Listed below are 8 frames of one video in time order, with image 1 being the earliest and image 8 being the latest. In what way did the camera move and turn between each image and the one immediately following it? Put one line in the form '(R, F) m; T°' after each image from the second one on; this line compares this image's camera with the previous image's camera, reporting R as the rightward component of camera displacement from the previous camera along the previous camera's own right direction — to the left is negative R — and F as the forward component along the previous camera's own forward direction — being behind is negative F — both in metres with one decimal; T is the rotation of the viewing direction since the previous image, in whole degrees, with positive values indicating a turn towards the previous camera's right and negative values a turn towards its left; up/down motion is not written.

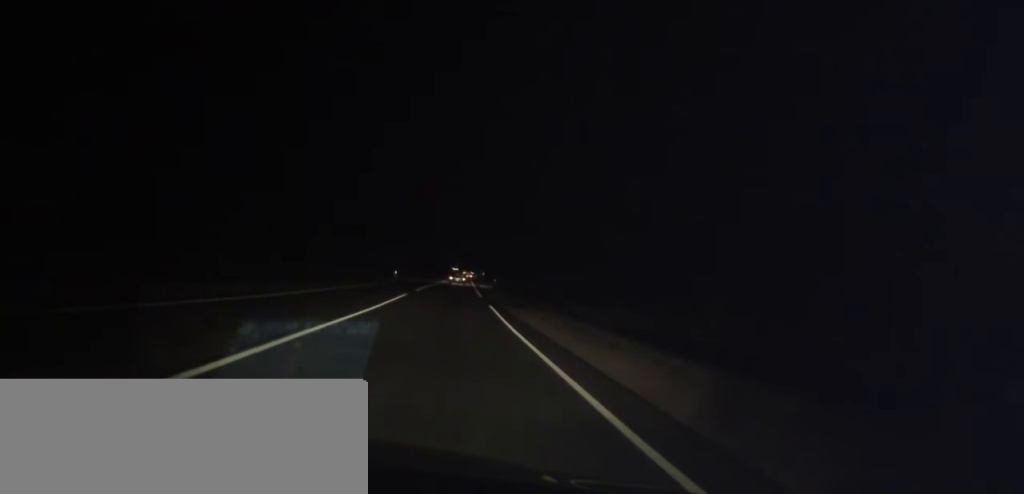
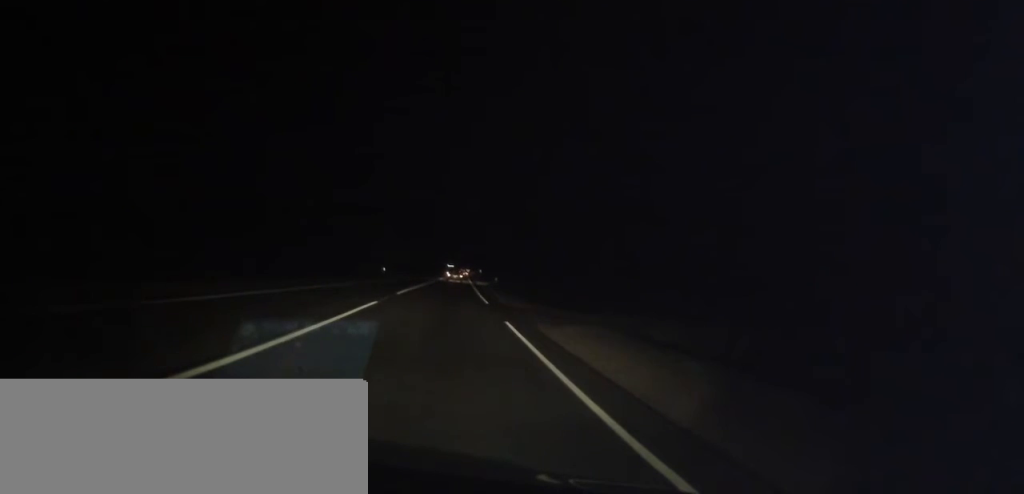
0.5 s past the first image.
(+0.2, +9.4) m; 0°
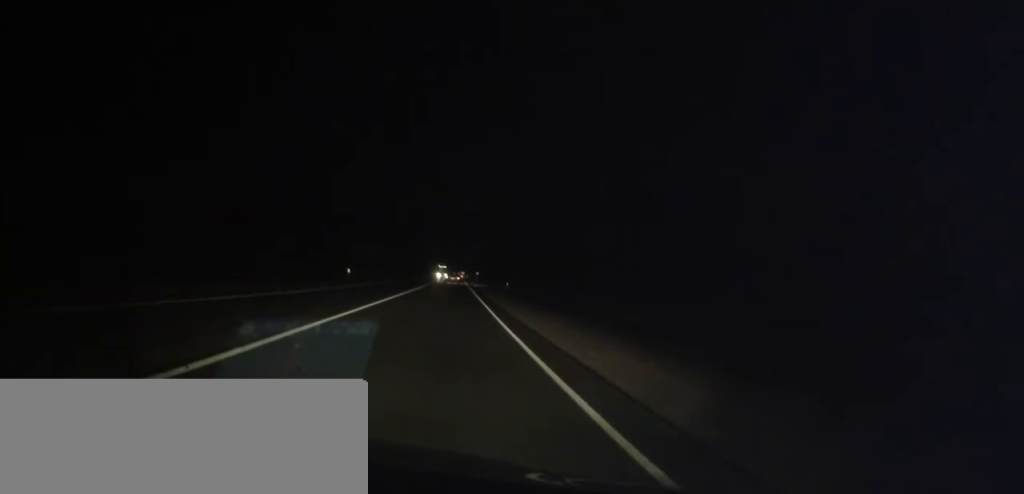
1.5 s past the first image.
(-0.4, +22.1) m; 0°
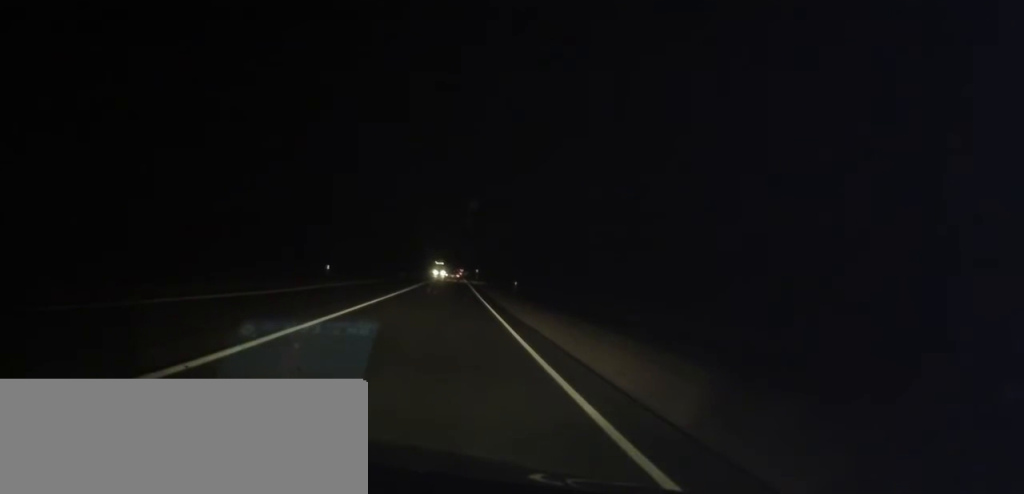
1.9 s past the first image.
(+0.2, +8.4) m; 0°
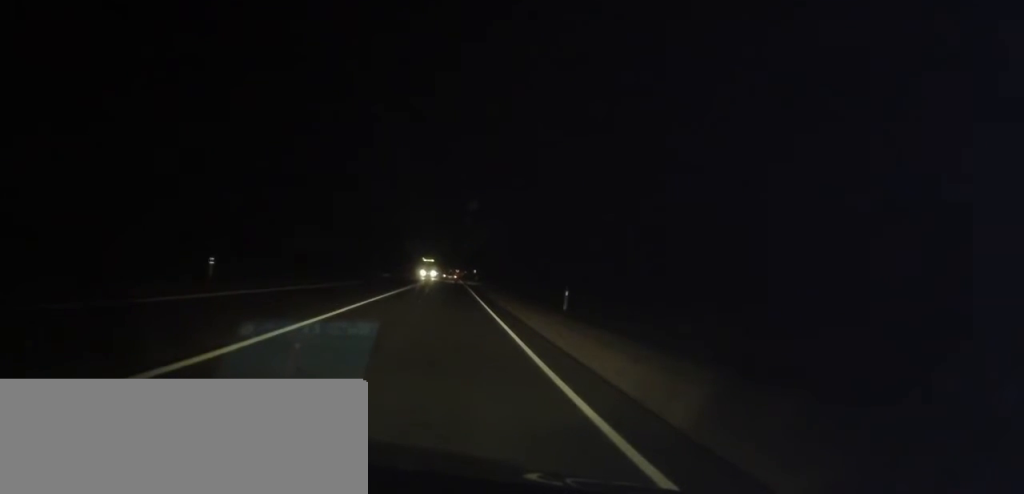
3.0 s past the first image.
(0.0, +21.9) m; 0°
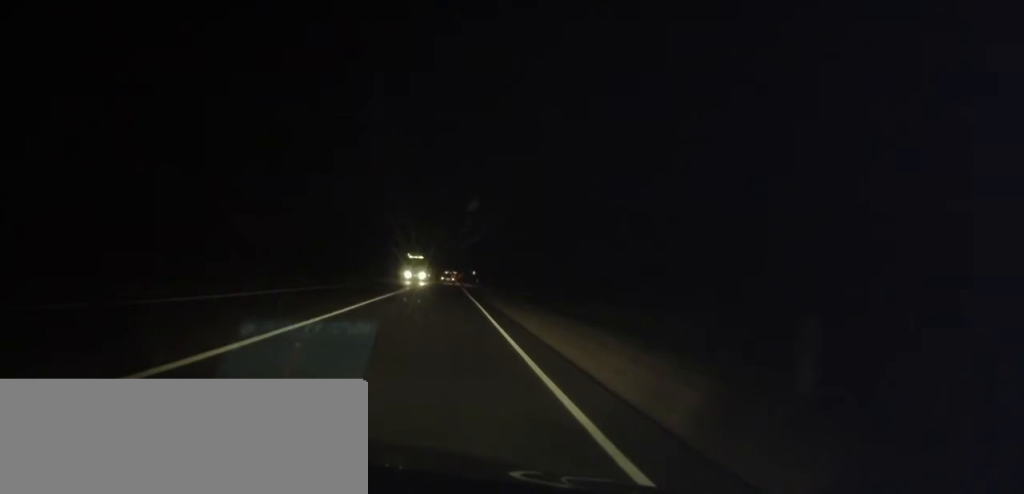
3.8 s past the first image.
(-0.1, +17.1) m; +1°
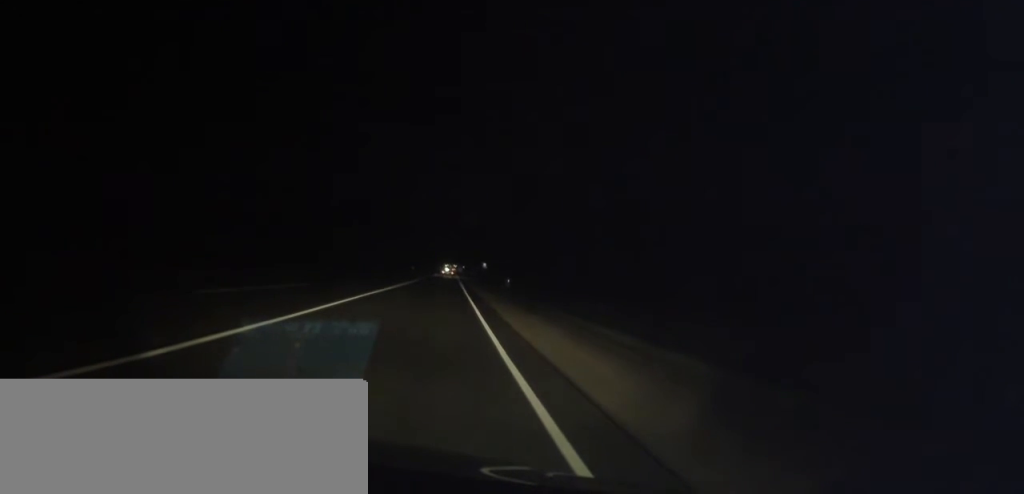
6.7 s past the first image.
(+1.1, +63.2) m; +1°
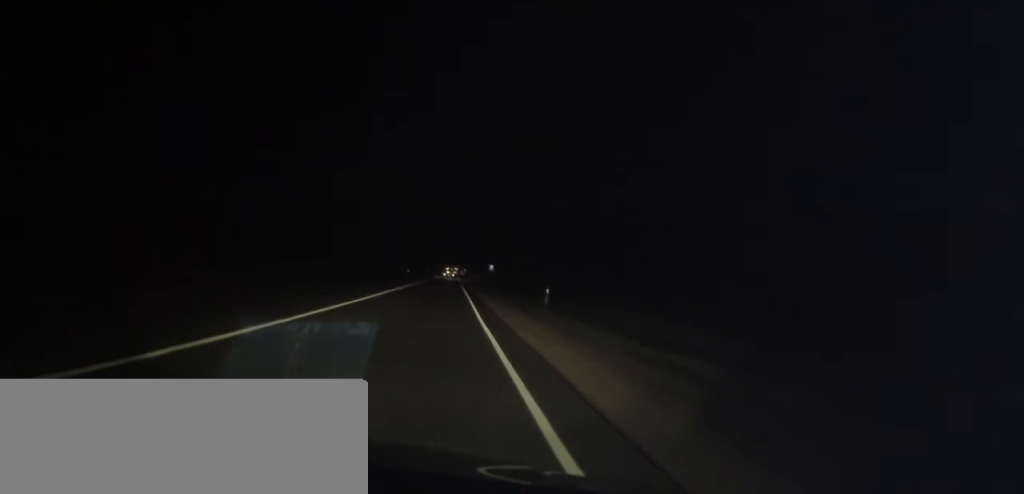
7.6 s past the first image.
(0.0, +19.6) m; 0°
